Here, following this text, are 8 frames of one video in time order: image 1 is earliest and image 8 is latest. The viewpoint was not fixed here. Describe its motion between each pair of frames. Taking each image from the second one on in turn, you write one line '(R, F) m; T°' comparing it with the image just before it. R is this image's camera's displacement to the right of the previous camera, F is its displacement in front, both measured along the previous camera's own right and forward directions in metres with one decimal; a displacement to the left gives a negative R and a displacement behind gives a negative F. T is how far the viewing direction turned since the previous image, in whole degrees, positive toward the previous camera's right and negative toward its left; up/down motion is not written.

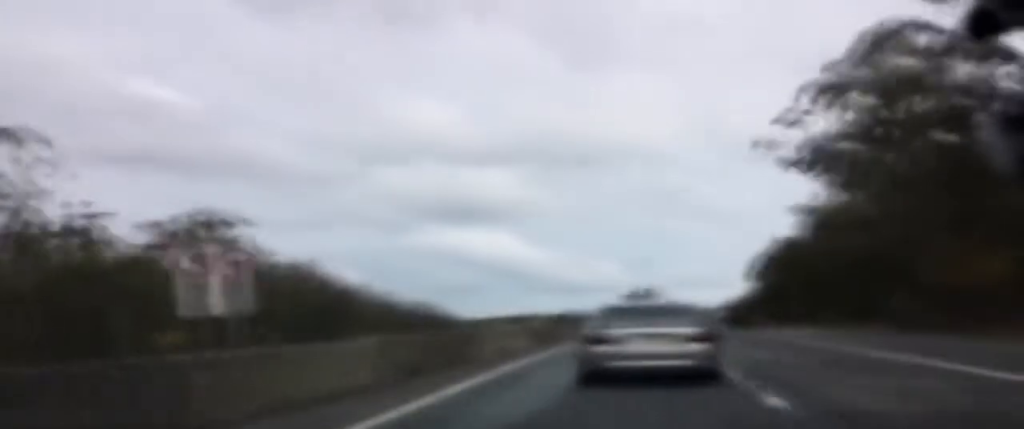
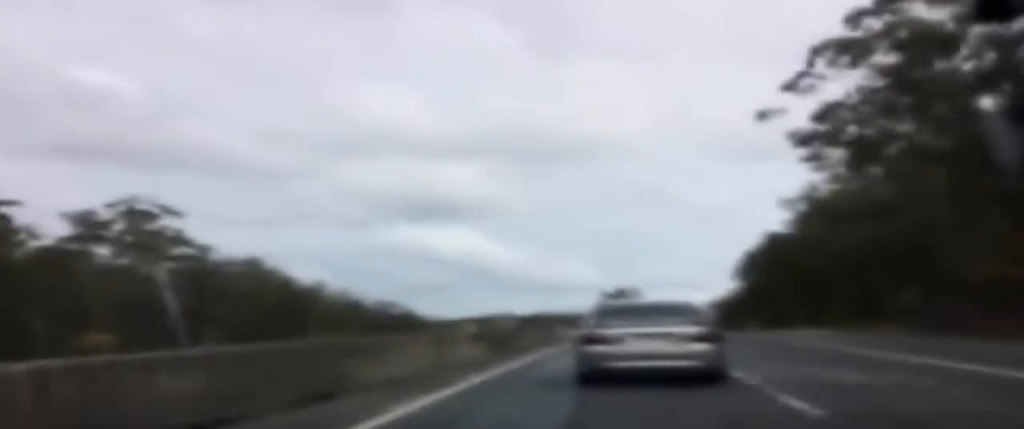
(0.0, +8.1) m; +1°
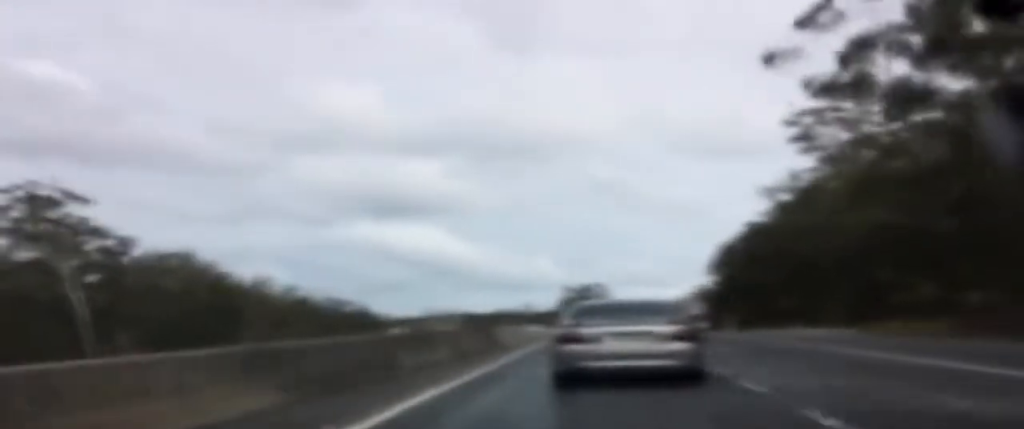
(+0.2, +13.1) m; +1°
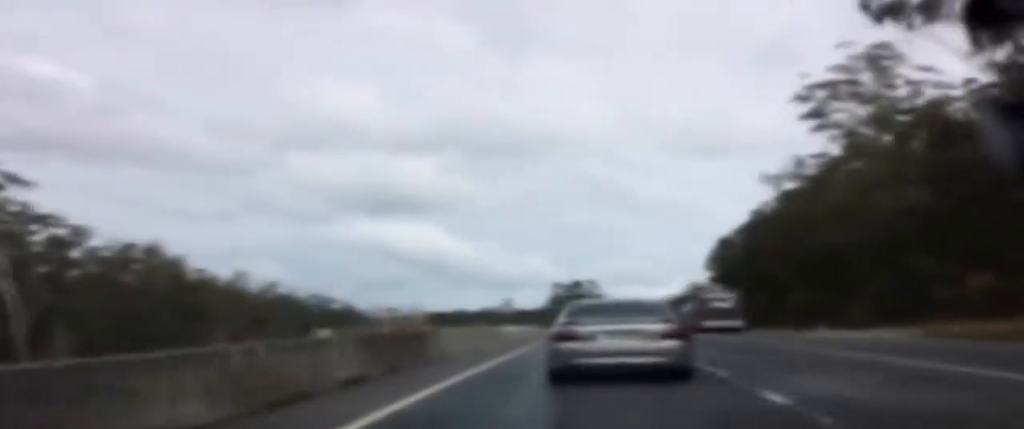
(+0.2, +13.3) m; 0°
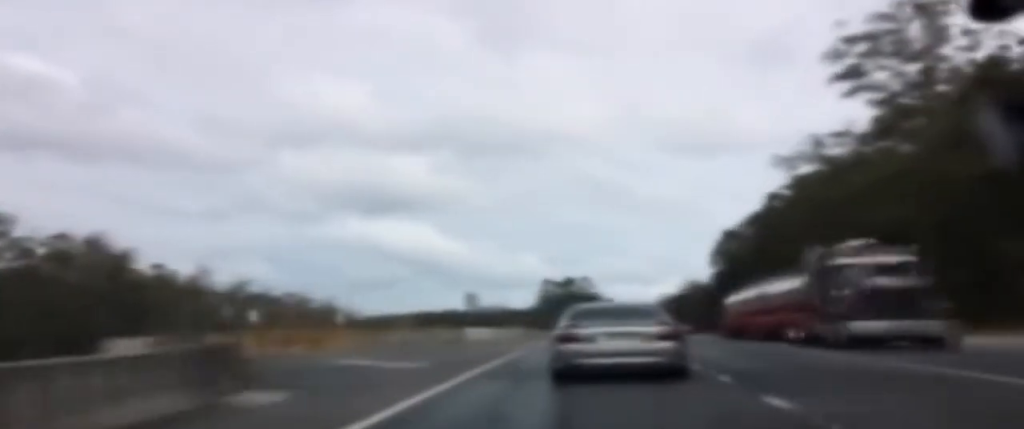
(-0.2, +16.3) m; 0°
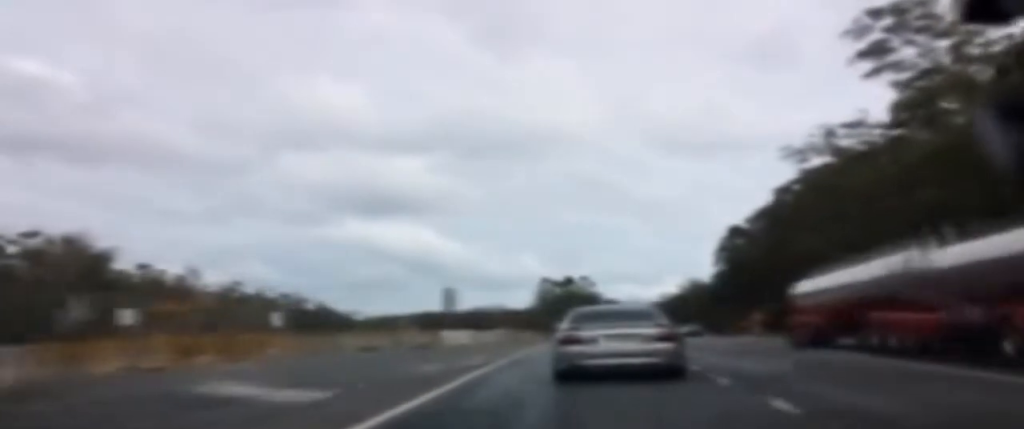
(+0.1, +8.1) m; 0°
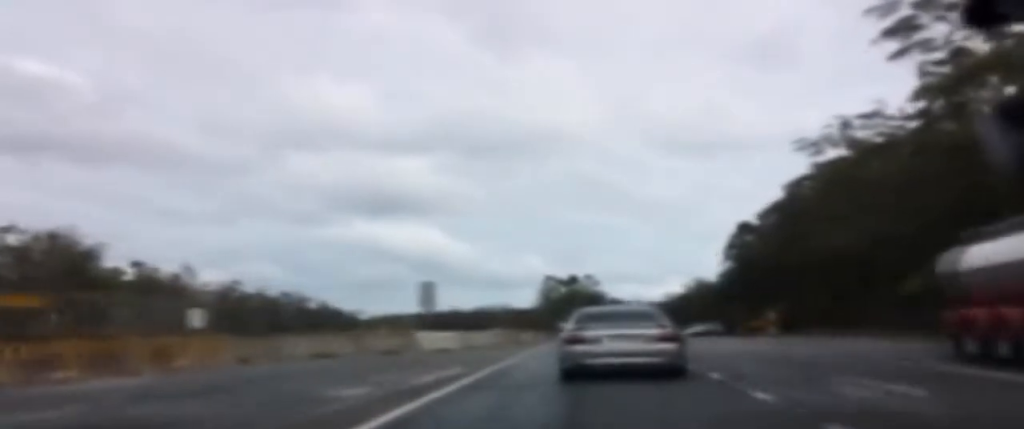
(+0.2, +6.6) m; 0°
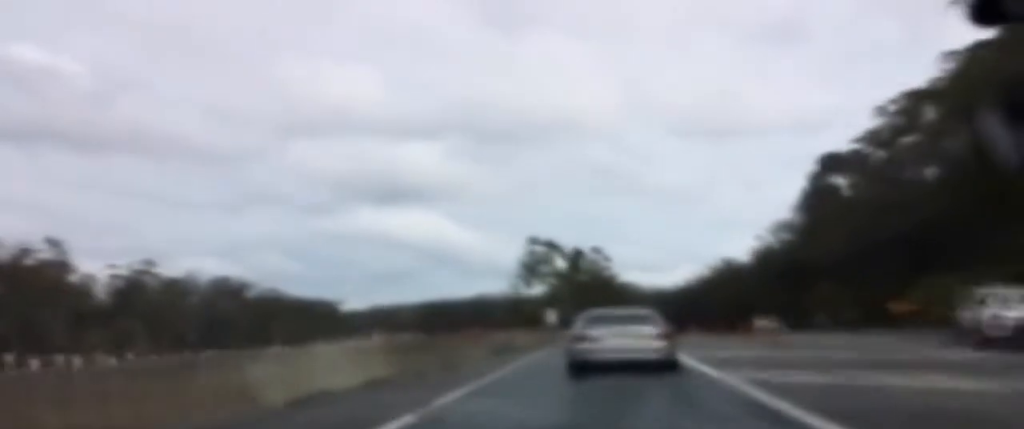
(-2.7, +53.7) m; -3°
